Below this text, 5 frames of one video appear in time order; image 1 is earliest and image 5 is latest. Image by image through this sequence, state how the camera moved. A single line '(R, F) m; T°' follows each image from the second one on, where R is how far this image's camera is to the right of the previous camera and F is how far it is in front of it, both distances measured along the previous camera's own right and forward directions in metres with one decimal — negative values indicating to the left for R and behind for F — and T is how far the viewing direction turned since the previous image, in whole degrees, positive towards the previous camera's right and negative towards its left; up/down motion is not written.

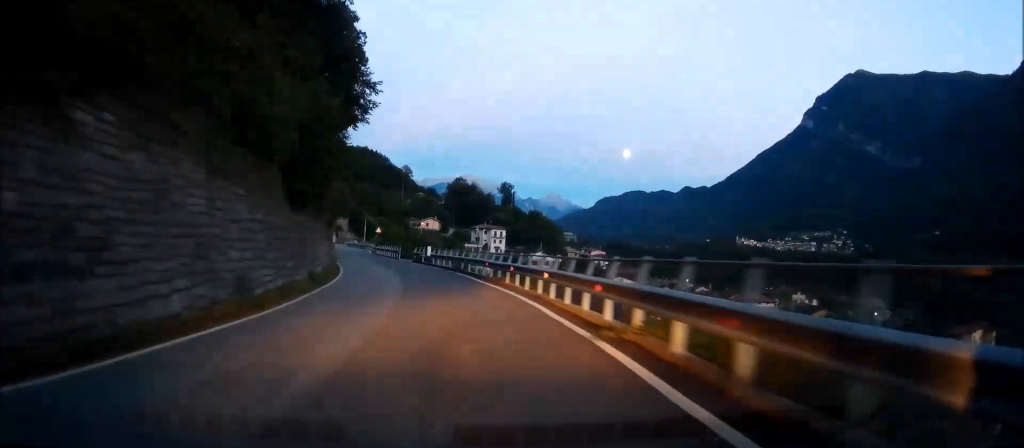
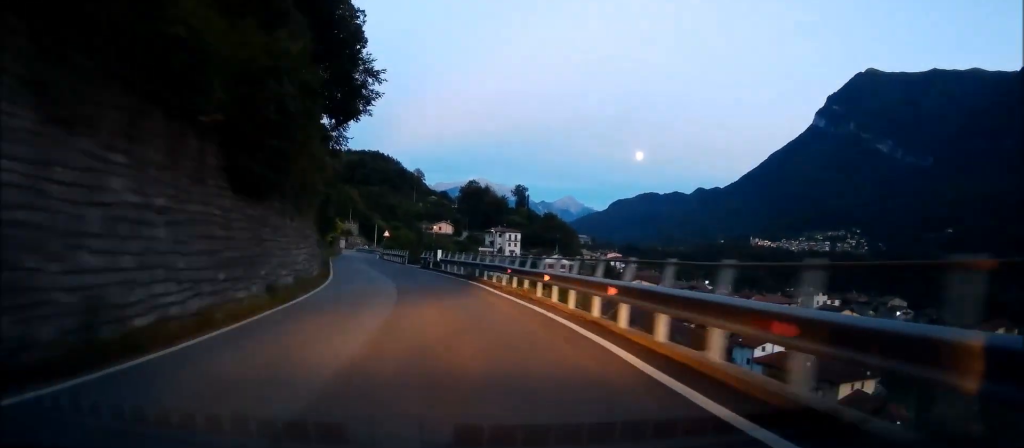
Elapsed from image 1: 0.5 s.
(0.0, +6.4) m; -1°
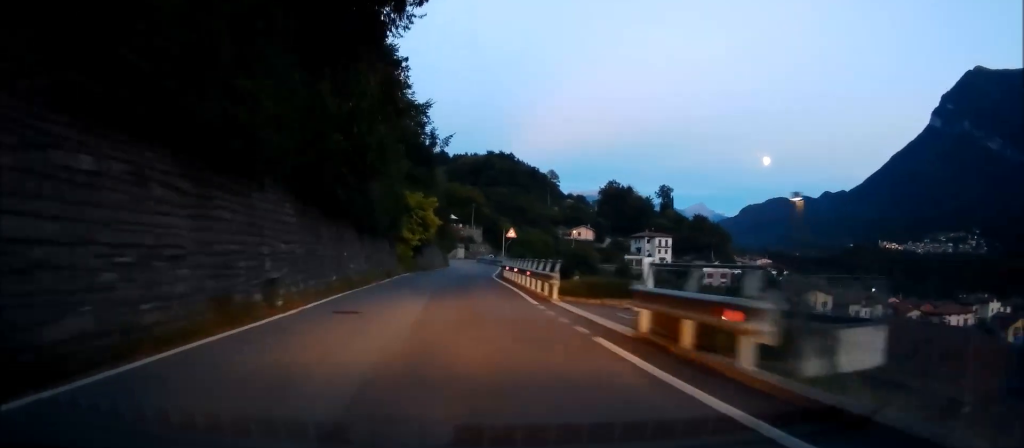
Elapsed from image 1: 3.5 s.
(-3.3, +35.9) m; -11°
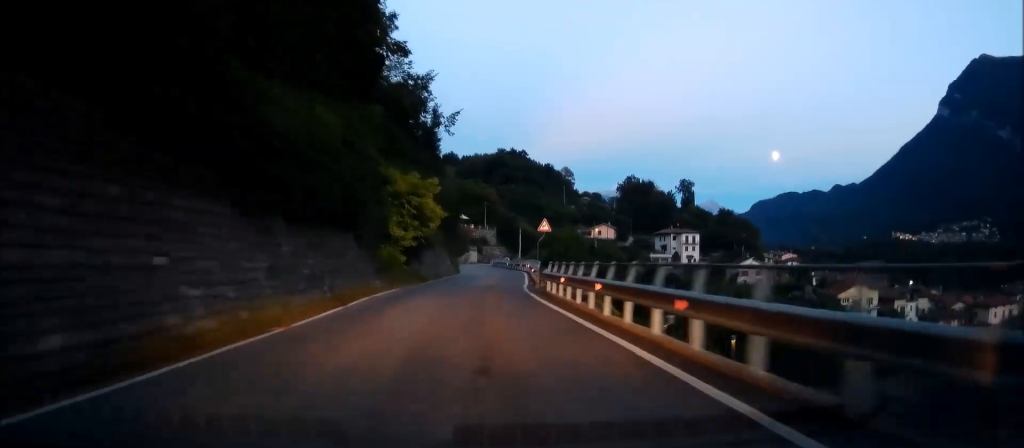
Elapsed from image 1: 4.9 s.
(+0.3, +16.9) m; +2°
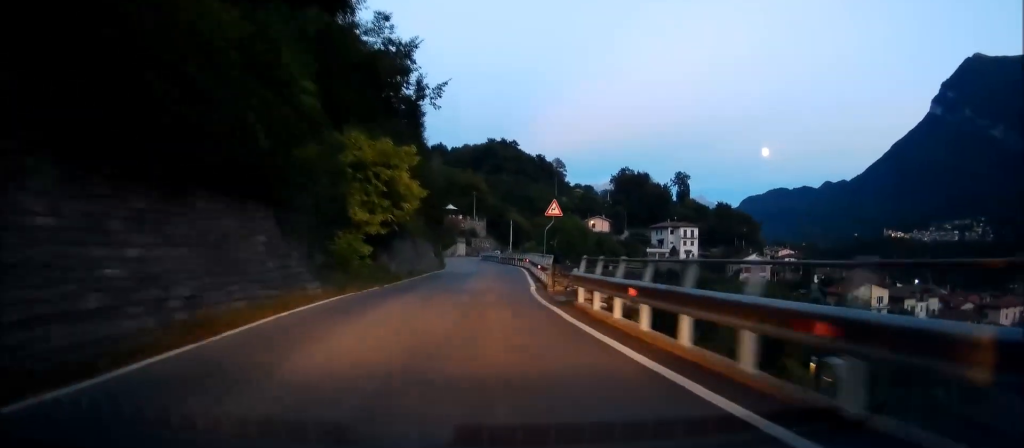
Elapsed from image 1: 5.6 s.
(+0.1, +9.0) m; -1°
